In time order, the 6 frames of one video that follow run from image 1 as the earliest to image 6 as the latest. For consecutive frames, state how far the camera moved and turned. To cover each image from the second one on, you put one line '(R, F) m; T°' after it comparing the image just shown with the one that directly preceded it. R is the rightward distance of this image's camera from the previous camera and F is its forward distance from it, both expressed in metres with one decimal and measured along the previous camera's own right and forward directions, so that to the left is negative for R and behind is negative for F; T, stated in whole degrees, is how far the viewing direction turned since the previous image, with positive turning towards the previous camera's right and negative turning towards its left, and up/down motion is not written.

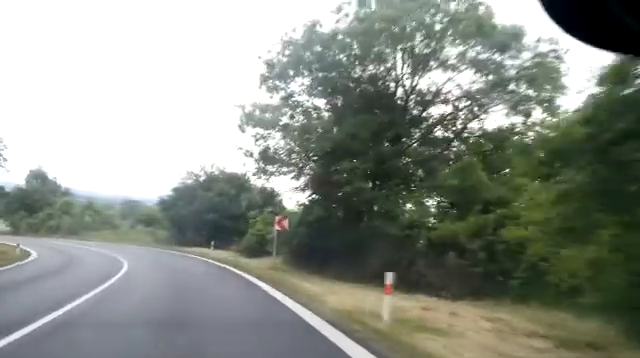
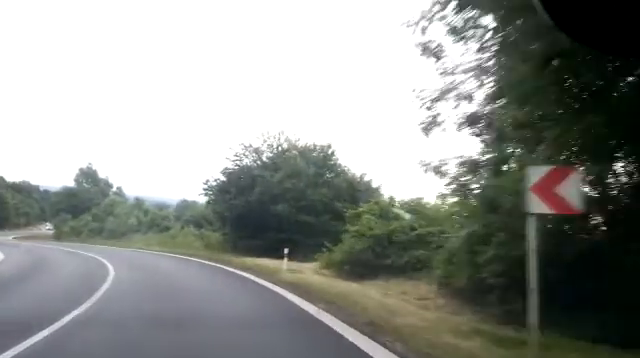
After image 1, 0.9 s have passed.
(-0.8, +13.8) m; -8°
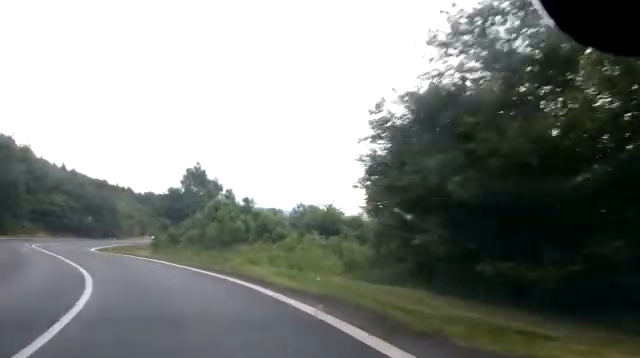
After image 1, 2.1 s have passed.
(-2.4, +17.6) m; -17°
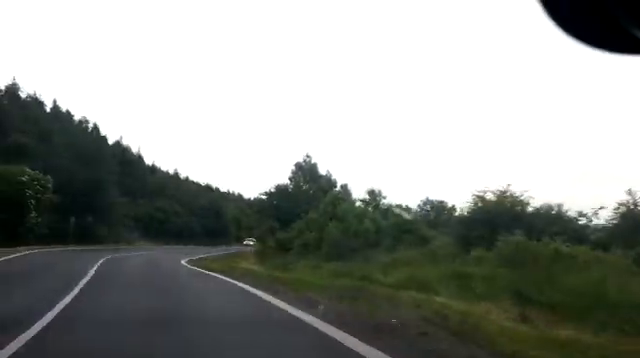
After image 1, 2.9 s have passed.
(-1.7, +13.2) m; -7°
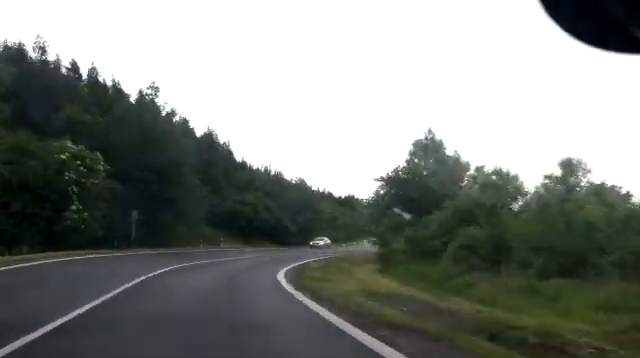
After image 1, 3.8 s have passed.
(0.0, +14.6) m; +1°
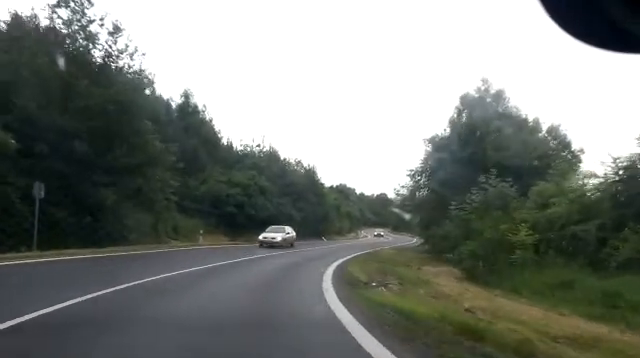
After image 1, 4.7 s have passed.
(-0.1, +14.6) m; +4°
